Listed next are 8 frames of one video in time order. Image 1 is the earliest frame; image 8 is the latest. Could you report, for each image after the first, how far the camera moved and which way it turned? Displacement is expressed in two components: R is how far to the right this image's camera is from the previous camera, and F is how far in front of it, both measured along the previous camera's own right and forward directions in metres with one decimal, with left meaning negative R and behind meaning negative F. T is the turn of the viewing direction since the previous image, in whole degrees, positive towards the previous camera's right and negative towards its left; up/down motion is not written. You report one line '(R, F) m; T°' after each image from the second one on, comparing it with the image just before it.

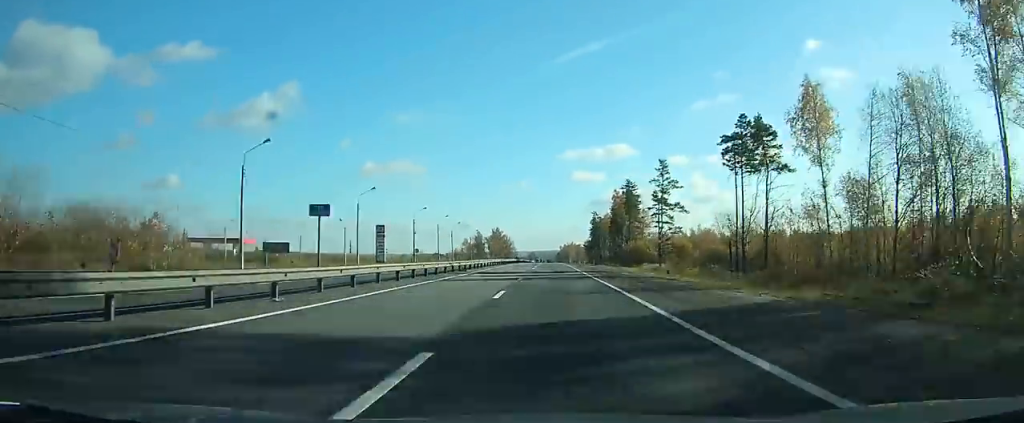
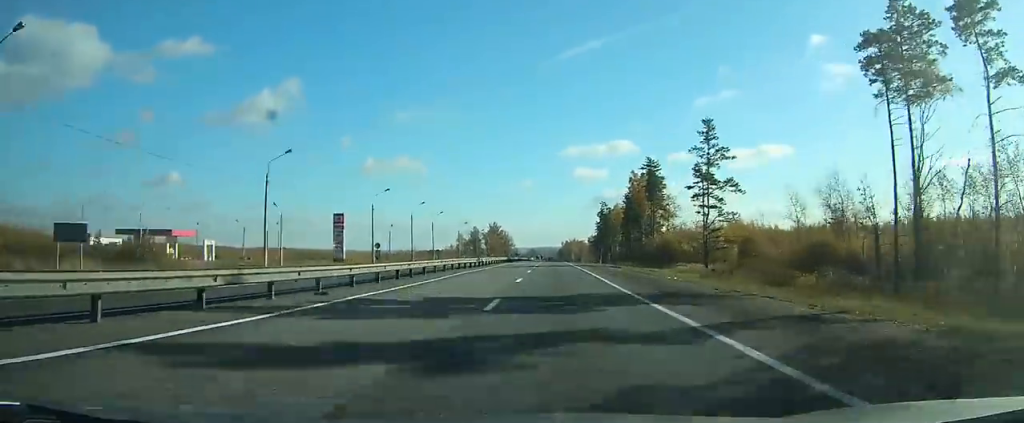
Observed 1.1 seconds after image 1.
(-0.2, +25.6) m; 0°
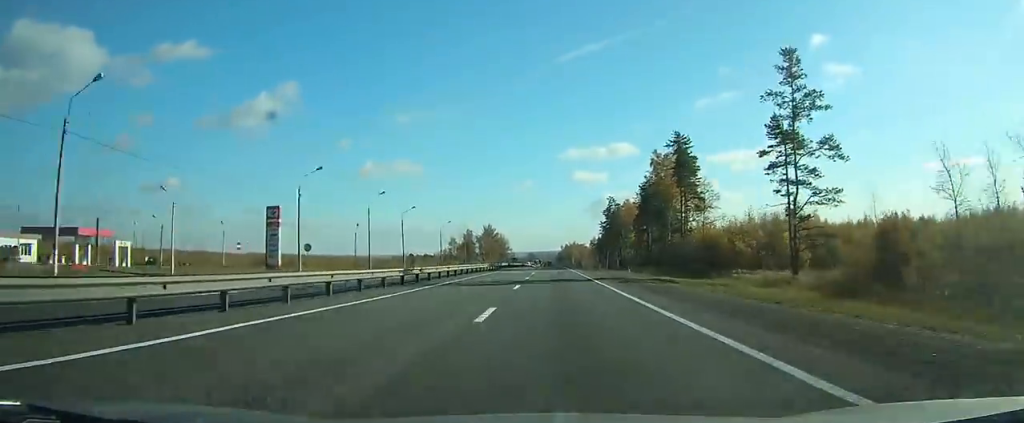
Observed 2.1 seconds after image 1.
(0.0, +23.6) m; 0°
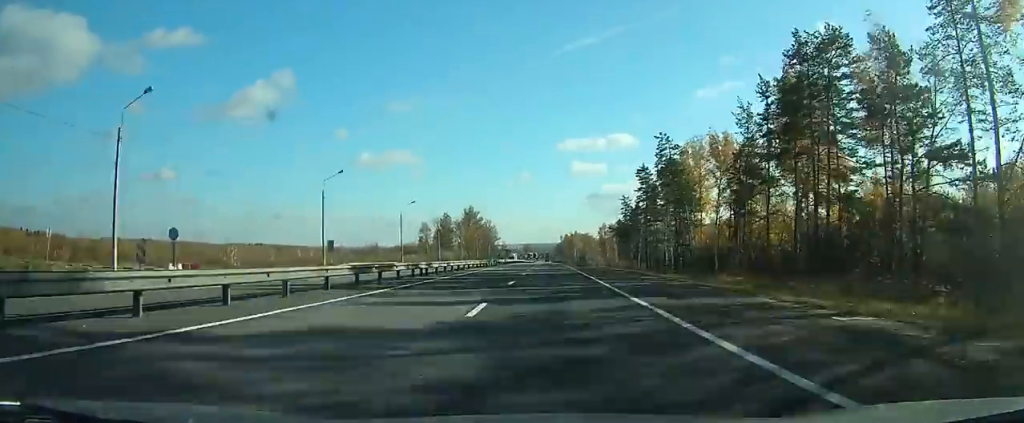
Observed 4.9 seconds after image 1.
(+0.2, +68.1) m; 0°
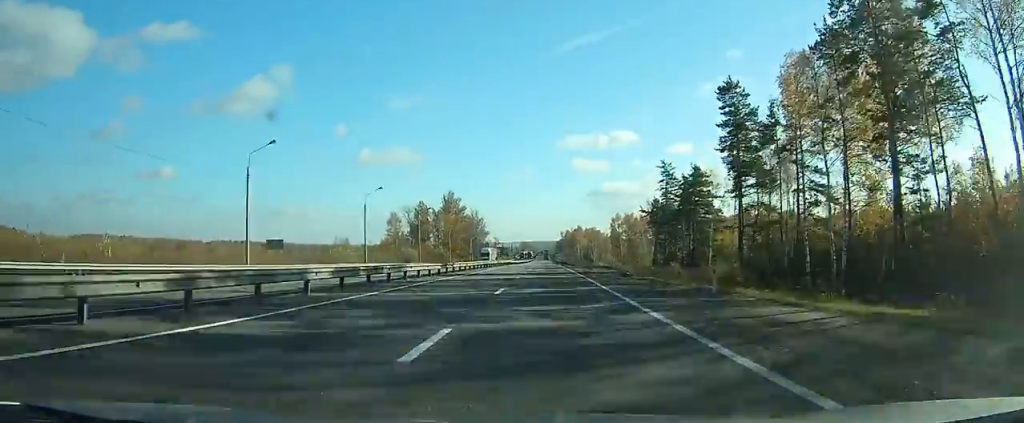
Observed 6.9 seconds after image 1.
(+0.2, +55.7) m; 0°
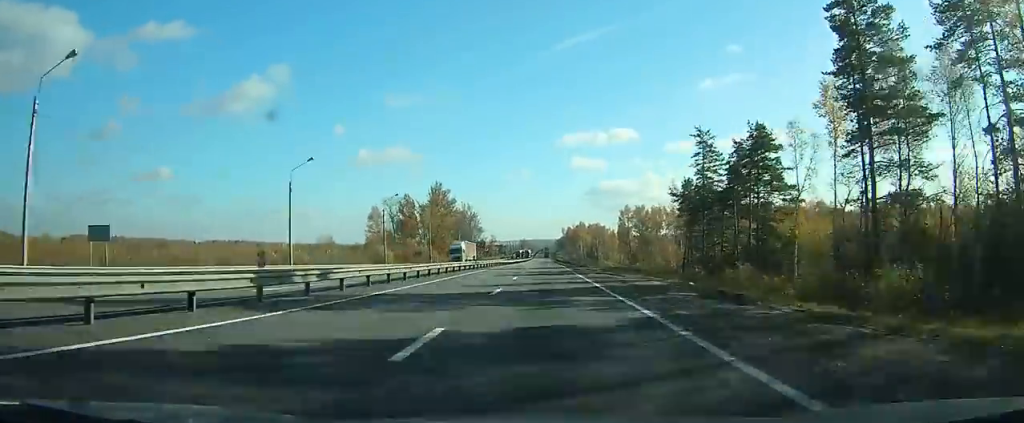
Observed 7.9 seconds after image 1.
(0.0, +25.2) m; 0°
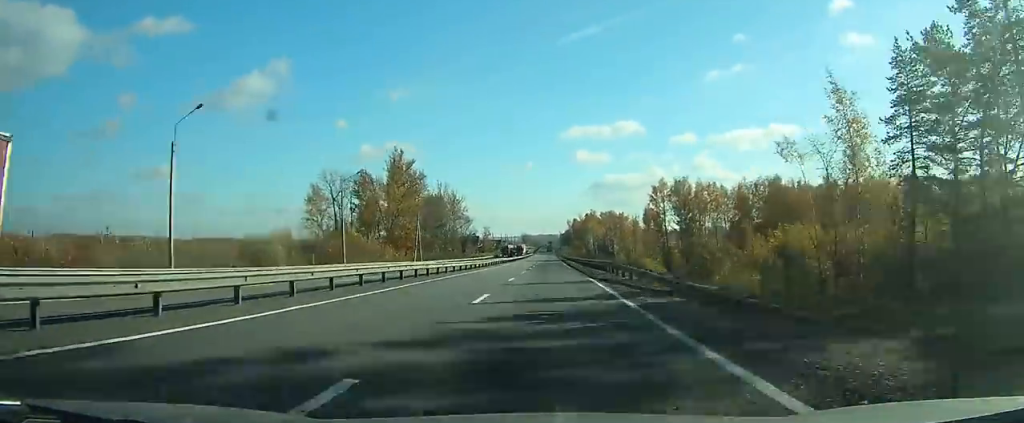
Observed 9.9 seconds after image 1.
(-0.2, +53.4) m; -1°
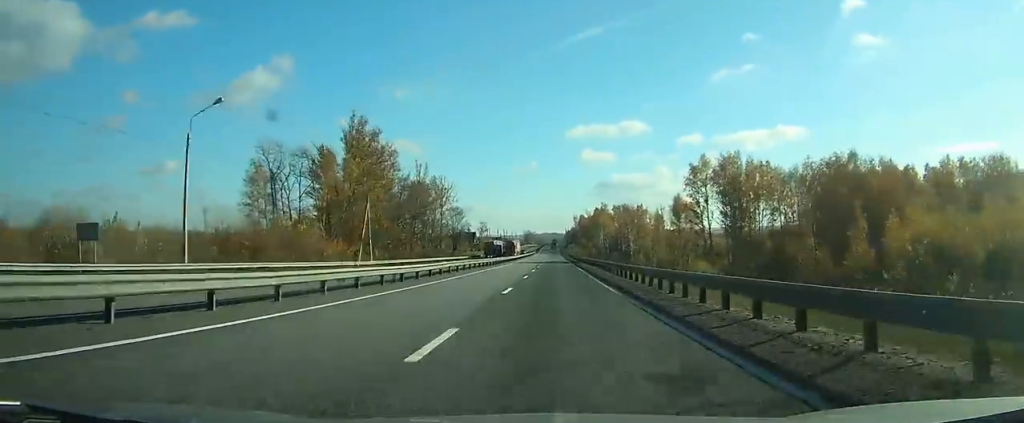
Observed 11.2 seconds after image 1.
(-0.2, +30.5) m; 0°
